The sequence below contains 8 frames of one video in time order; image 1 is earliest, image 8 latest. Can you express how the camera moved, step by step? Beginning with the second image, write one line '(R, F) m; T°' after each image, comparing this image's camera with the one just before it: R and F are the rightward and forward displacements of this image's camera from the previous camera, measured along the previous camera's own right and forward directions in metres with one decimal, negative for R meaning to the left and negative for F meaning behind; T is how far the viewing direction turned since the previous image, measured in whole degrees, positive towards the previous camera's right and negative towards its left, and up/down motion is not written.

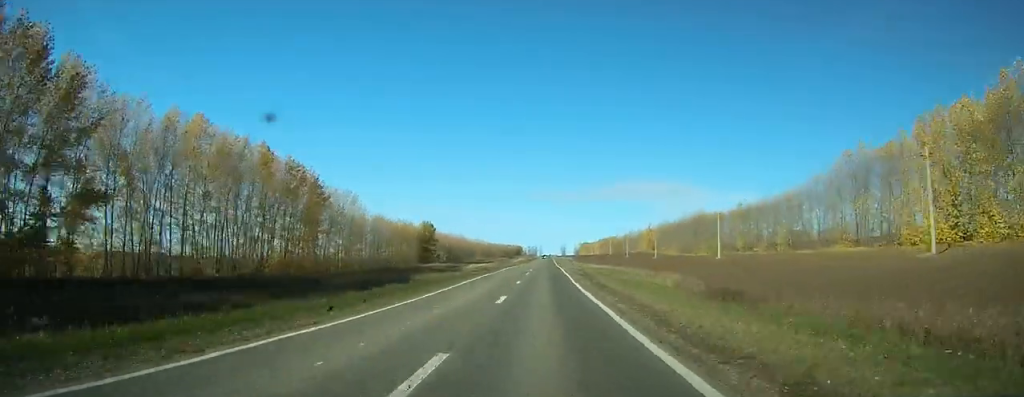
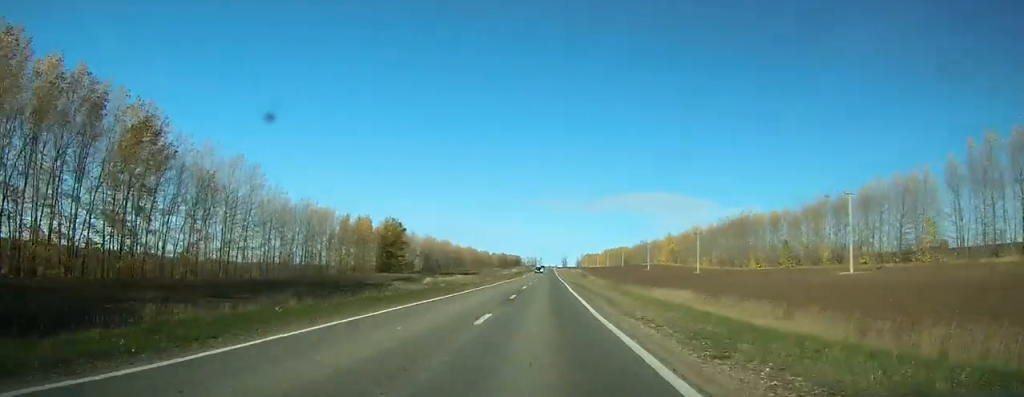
(-0.1, +51.3) m; 0°
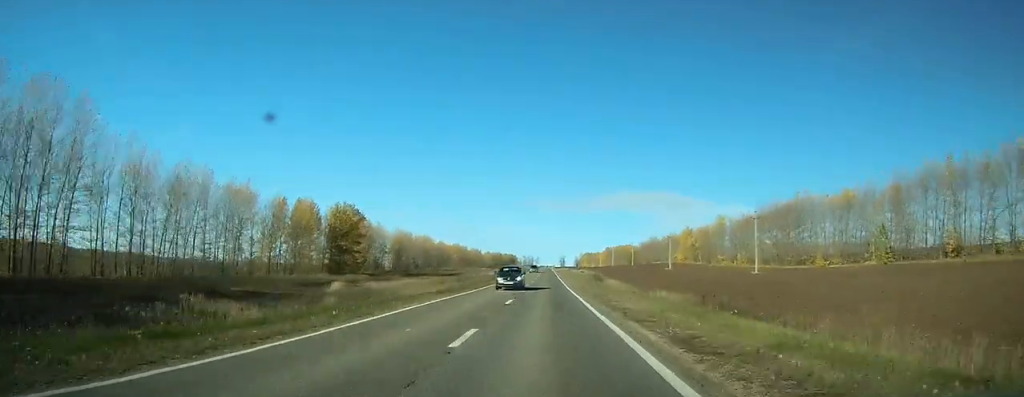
(0.0, +36.7) m; 0°
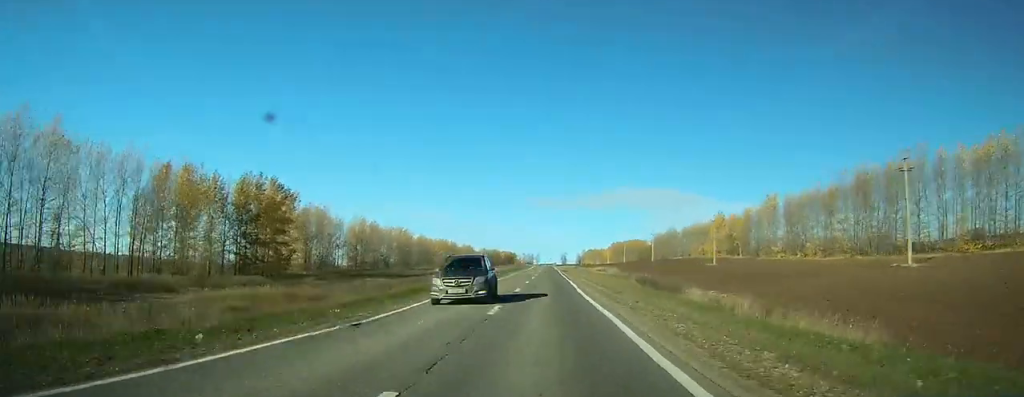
(+0.1, +35.9) m; 0°
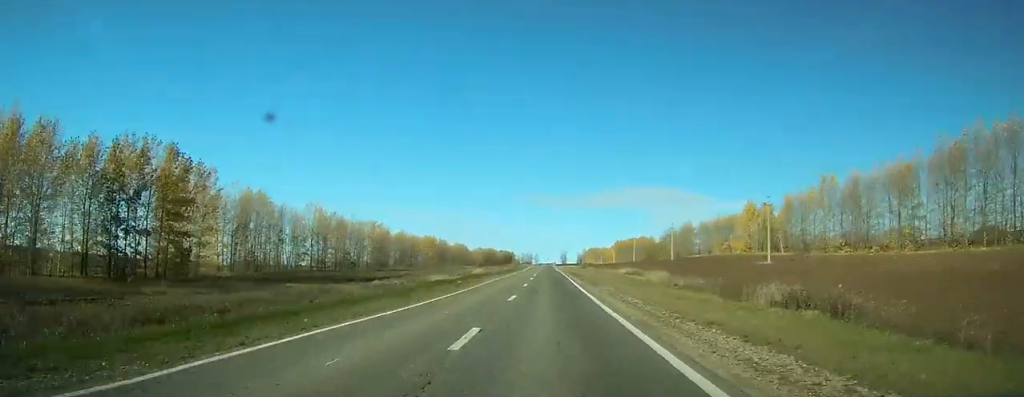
(+0.1, +24.1) m; 0°
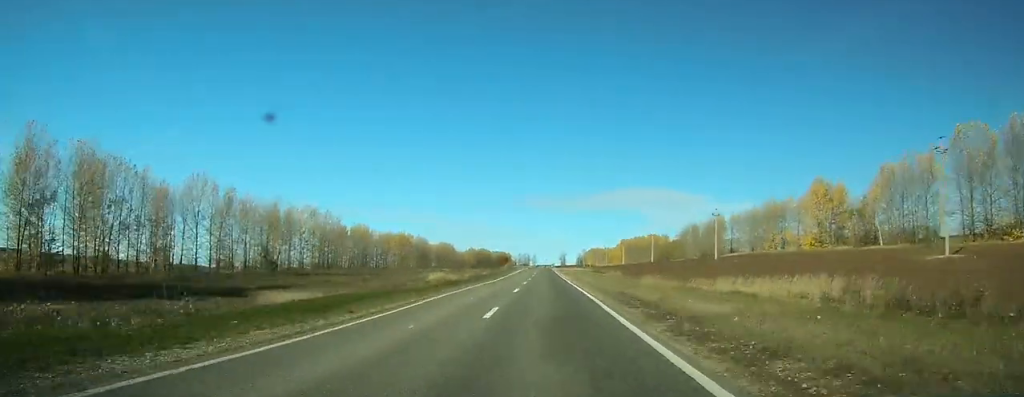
(+0.1, +33.9) m; 0°
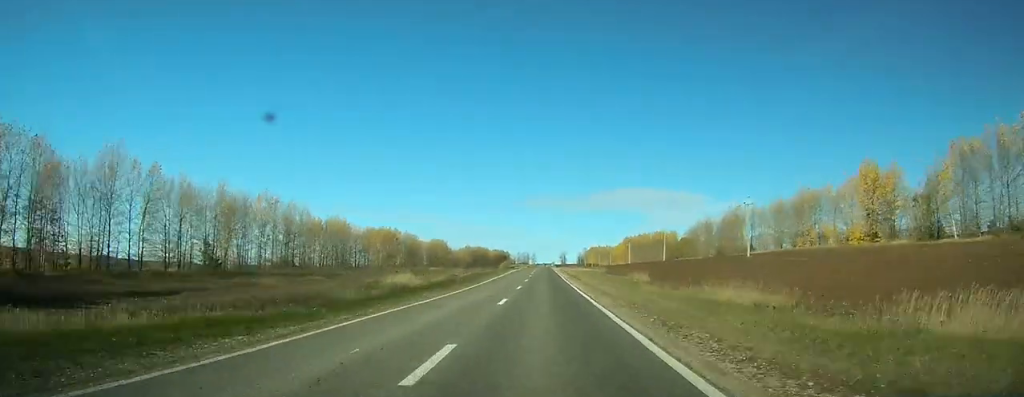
(0.0, +15.3) m; 0°
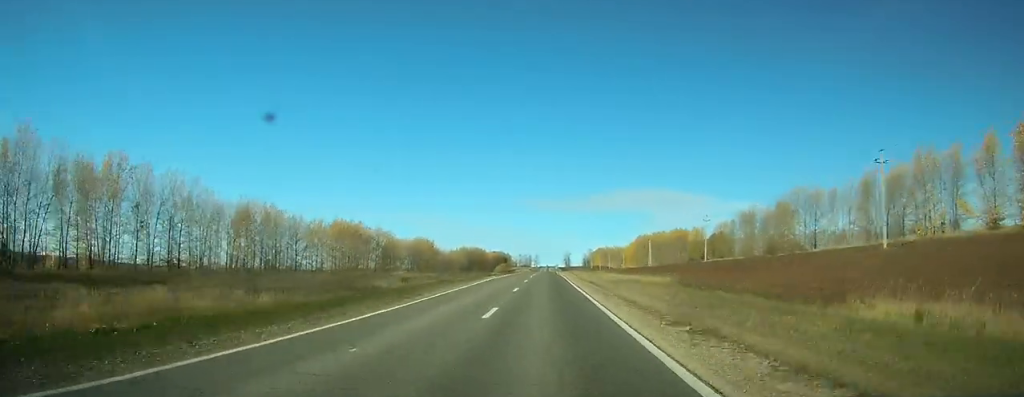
(+0.1, +34.5) m; 0°
